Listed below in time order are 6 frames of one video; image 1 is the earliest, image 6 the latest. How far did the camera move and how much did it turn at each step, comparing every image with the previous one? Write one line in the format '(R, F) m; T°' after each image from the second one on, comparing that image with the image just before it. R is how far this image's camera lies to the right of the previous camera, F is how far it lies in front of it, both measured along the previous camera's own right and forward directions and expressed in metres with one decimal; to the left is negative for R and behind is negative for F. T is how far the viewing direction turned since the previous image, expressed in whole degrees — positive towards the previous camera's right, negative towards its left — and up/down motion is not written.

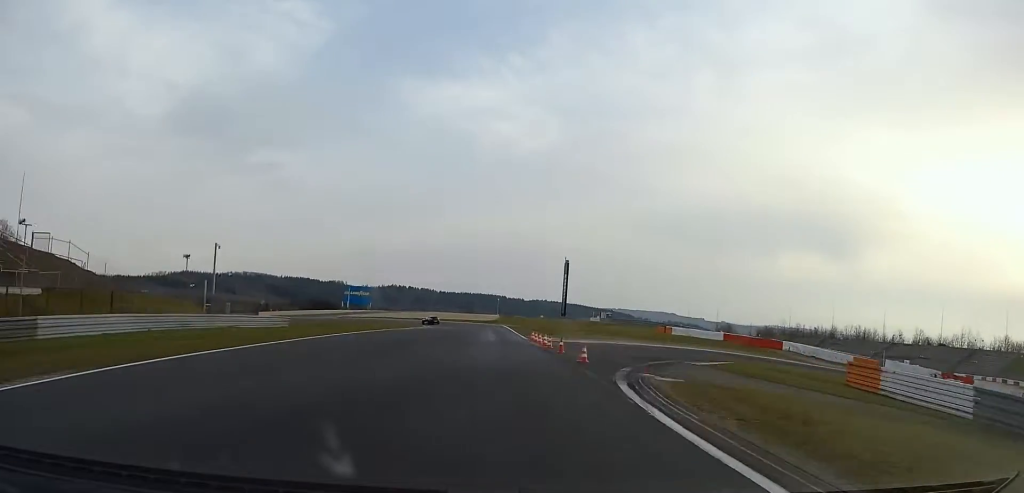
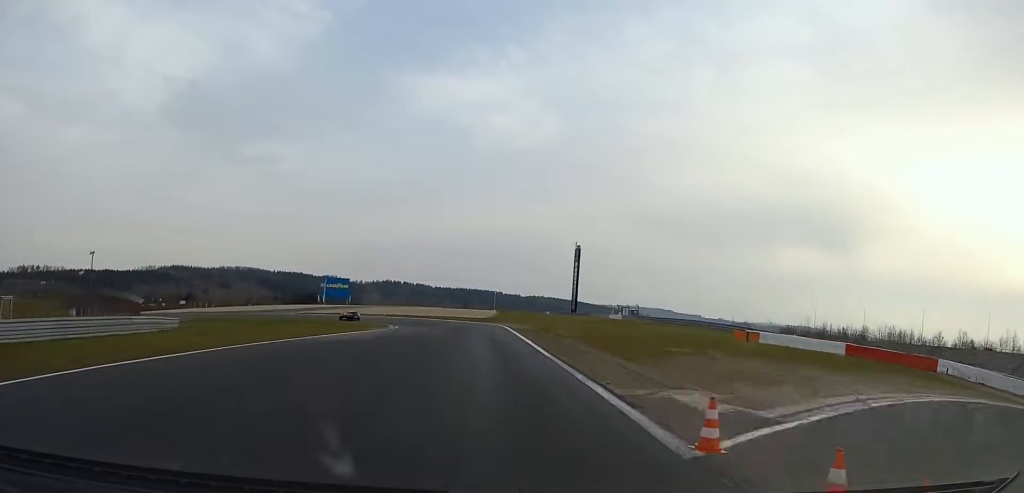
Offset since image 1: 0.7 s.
(-0.1, +29.7) m; -1°
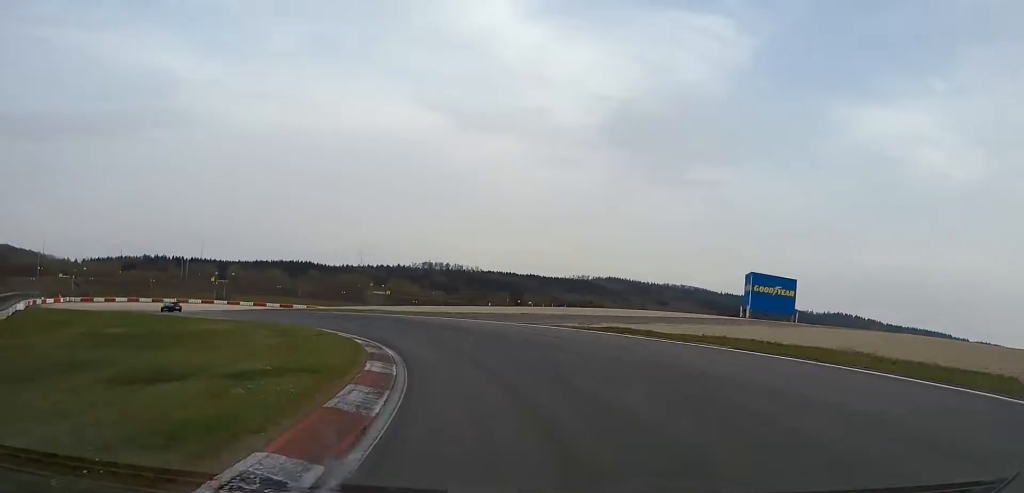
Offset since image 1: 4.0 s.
(-18.7, +99.7) m; -40°
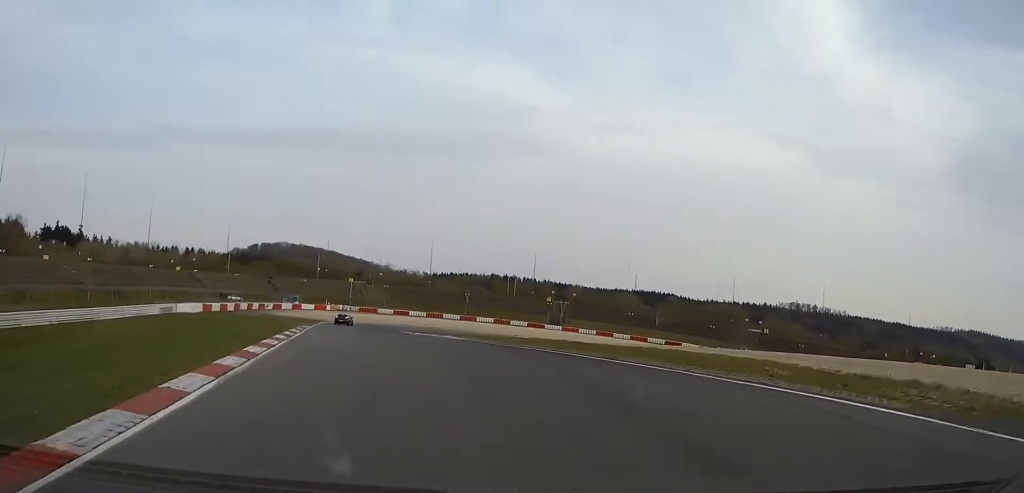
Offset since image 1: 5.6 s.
(-14.6, +44.1) m; -31°
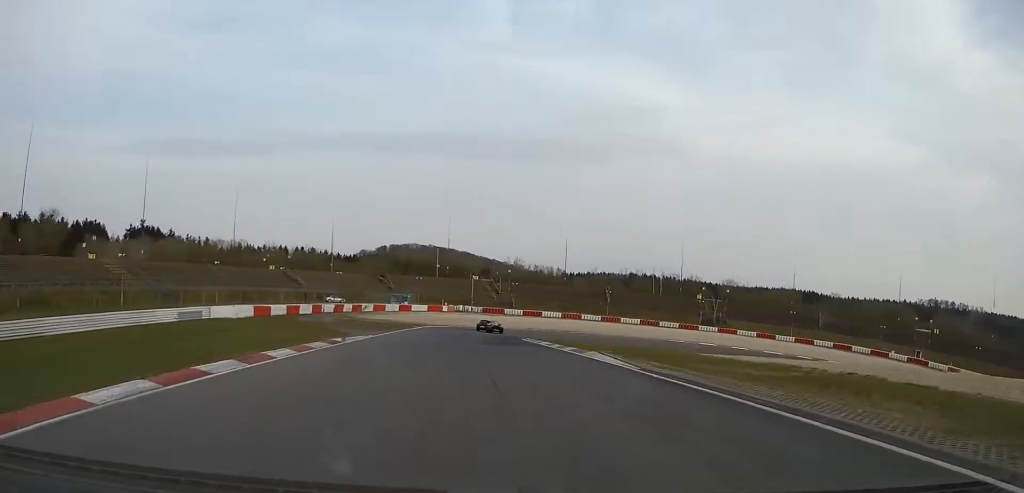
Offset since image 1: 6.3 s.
(-2.1, +22.1) m; -9°
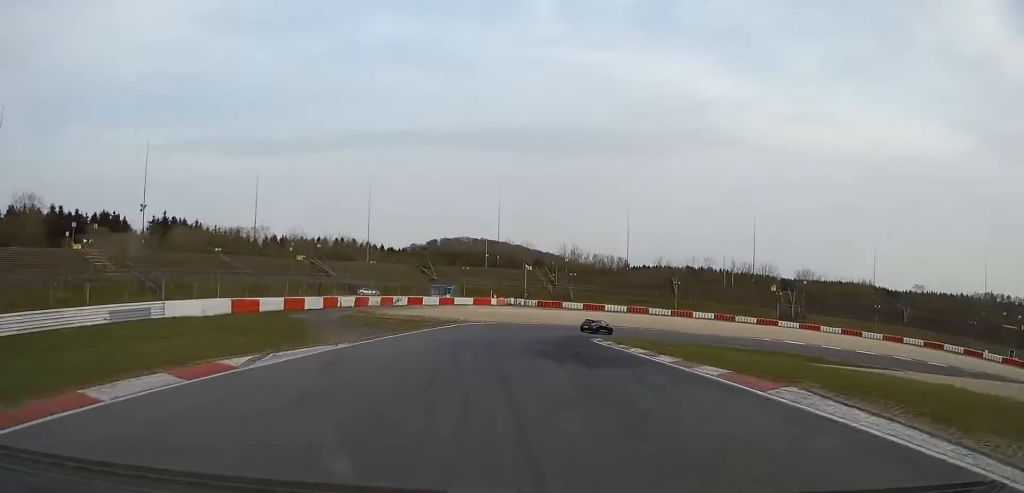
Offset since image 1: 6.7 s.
(-1.1, +14.0) m; -3°
